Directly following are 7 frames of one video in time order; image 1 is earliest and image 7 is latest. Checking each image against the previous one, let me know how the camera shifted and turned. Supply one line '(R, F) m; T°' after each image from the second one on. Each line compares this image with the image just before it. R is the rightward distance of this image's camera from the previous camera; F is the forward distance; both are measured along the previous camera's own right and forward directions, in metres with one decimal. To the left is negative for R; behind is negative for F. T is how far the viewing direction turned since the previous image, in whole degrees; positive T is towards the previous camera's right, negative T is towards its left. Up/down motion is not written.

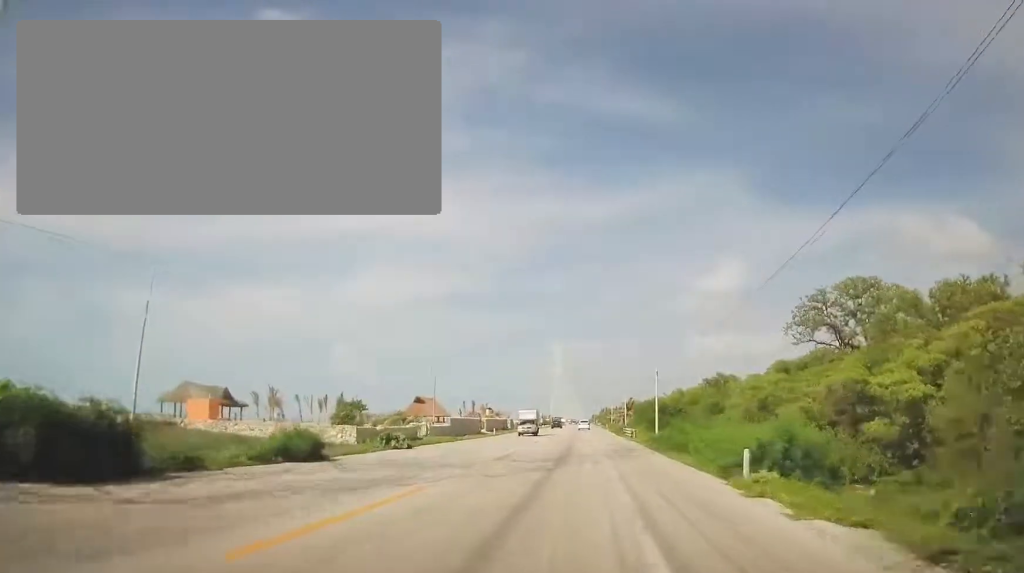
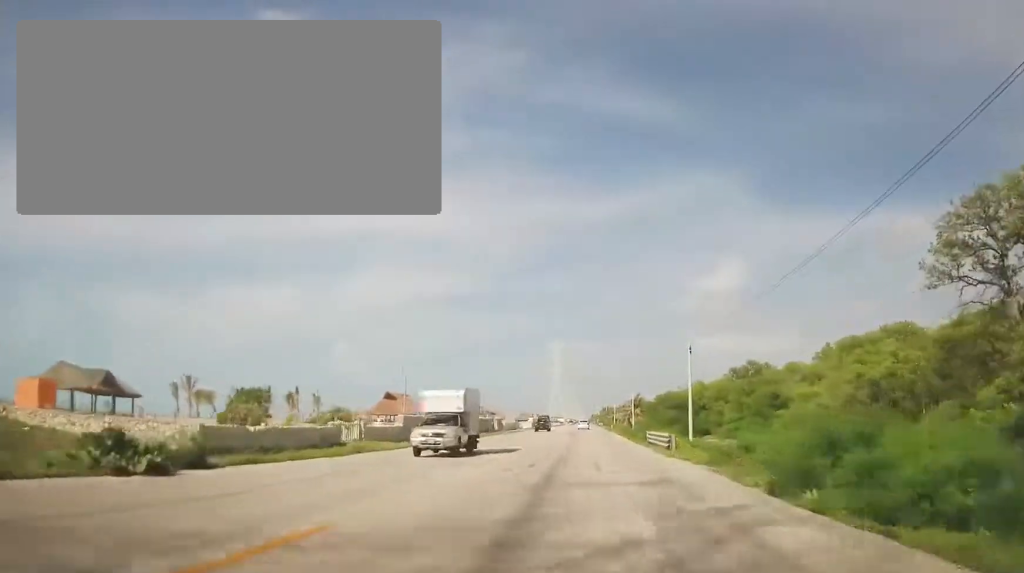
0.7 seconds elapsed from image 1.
(0.0, +18.8) m; 0°
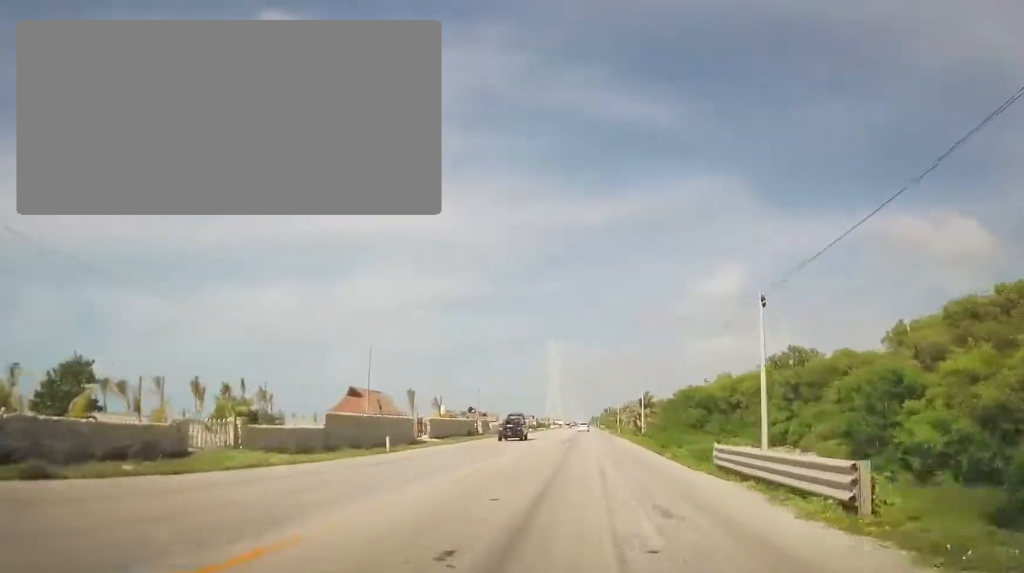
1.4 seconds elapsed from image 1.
(-0.1, +16.6) m; 0°
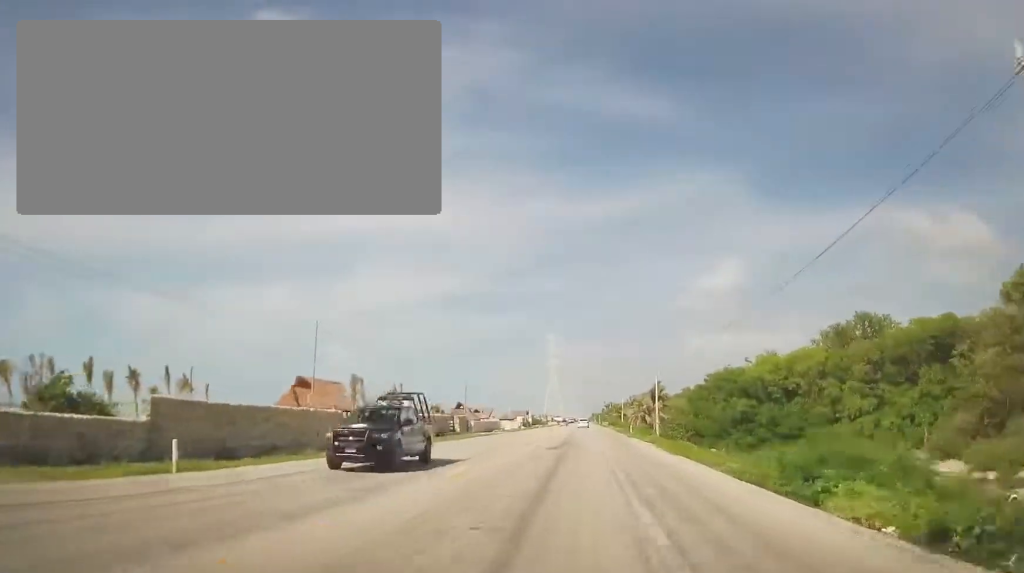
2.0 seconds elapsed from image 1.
(0.0, +16.6) m; 0°
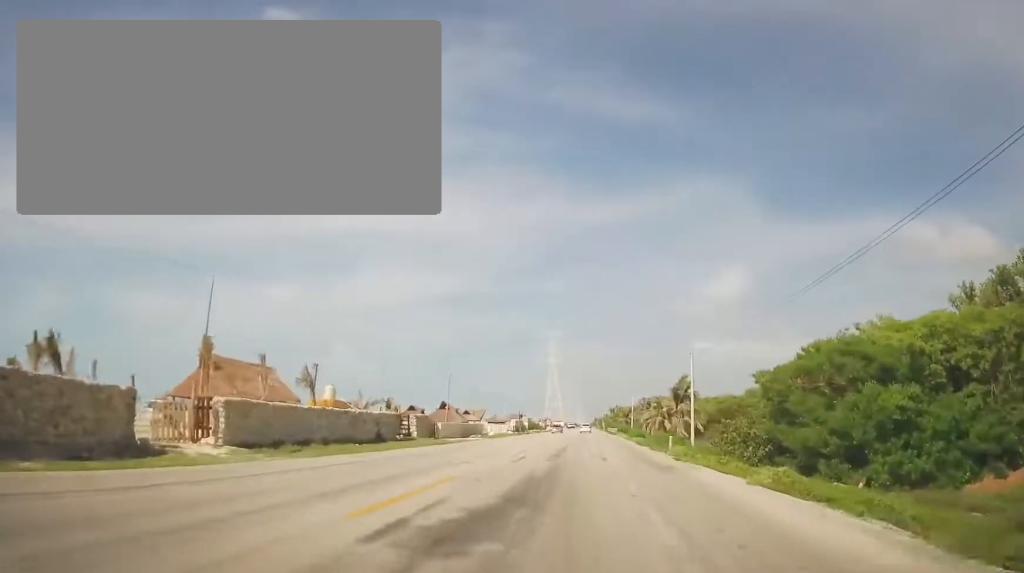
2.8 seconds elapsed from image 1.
(0.0, +20.4) m; 0°
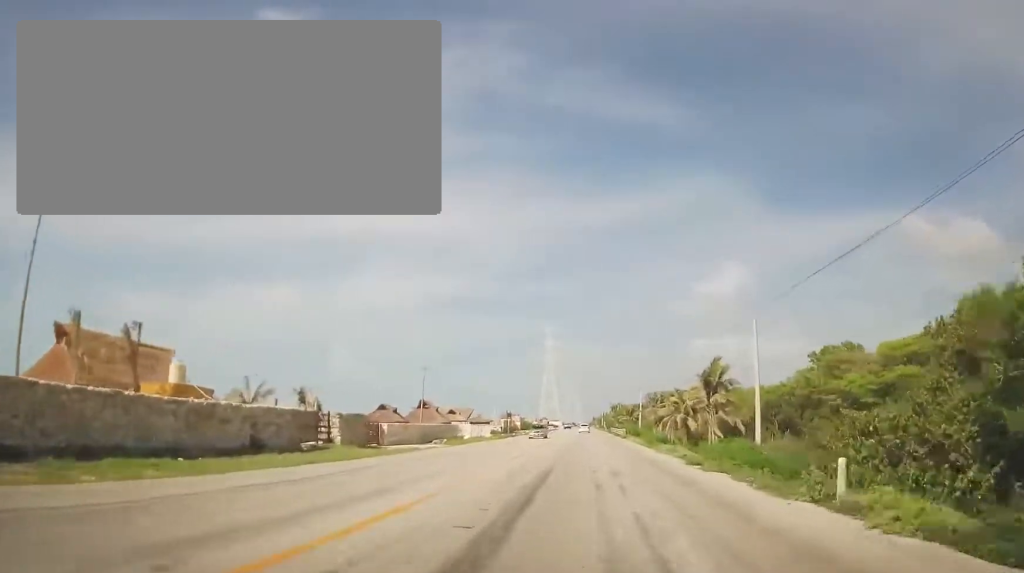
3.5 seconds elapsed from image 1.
(-0.1, +17.8) m; +1°
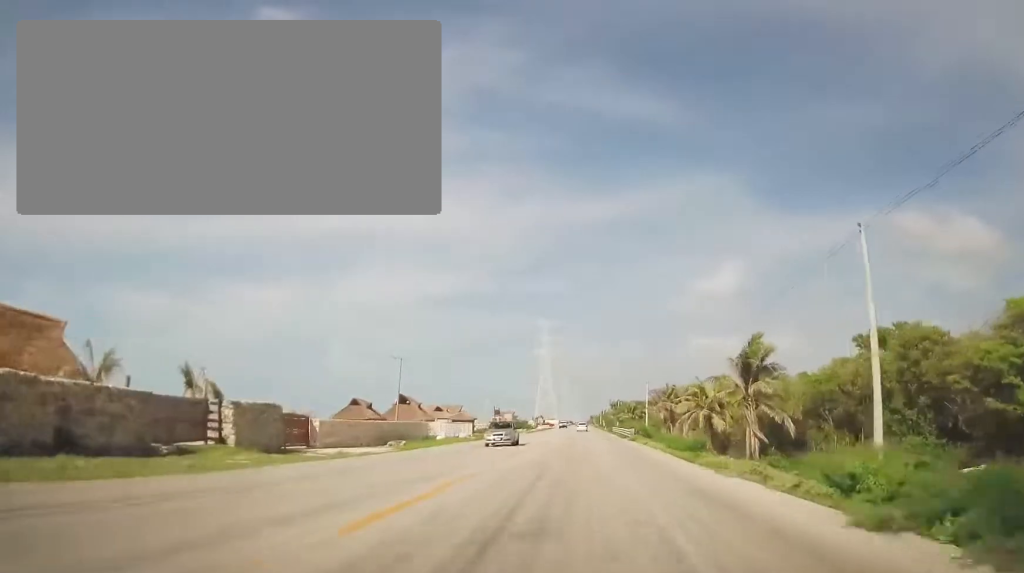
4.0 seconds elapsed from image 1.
(+0.1, +12.3) m; +1°
